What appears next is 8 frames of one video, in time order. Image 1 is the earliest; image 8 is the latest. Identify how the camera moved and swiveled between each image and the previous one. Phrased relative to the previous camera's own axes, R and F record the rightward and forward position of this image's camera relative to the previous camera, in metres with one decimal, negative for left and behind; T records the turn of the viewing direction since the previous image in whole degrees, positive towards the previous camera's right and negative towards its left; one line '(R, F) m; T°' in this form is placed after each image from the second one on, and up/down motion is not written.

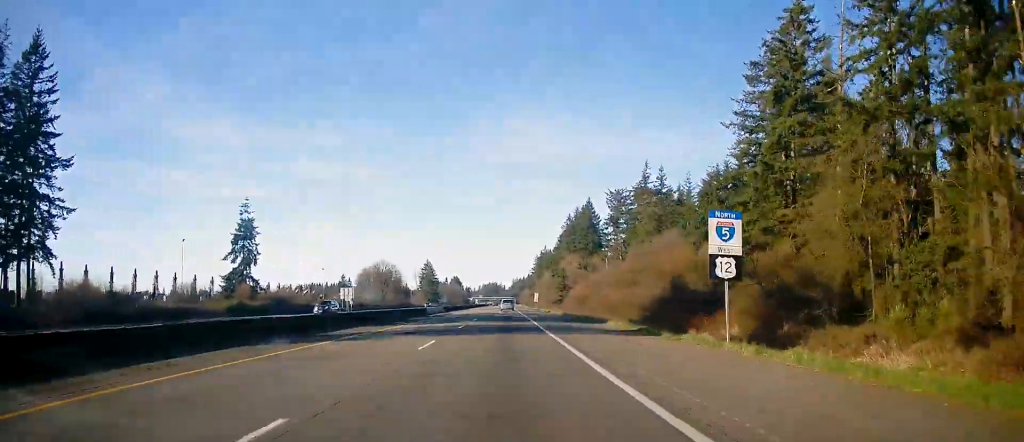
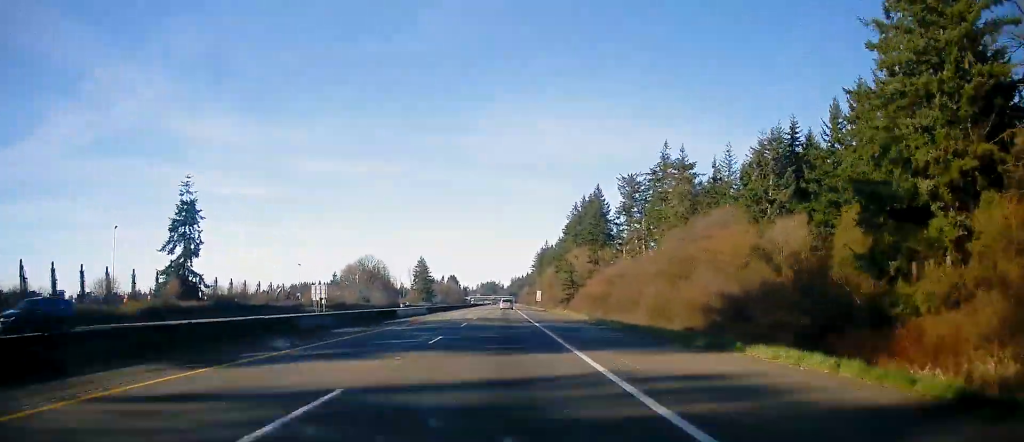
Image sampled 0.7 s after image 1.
(0.0, +22.3) m; 0°
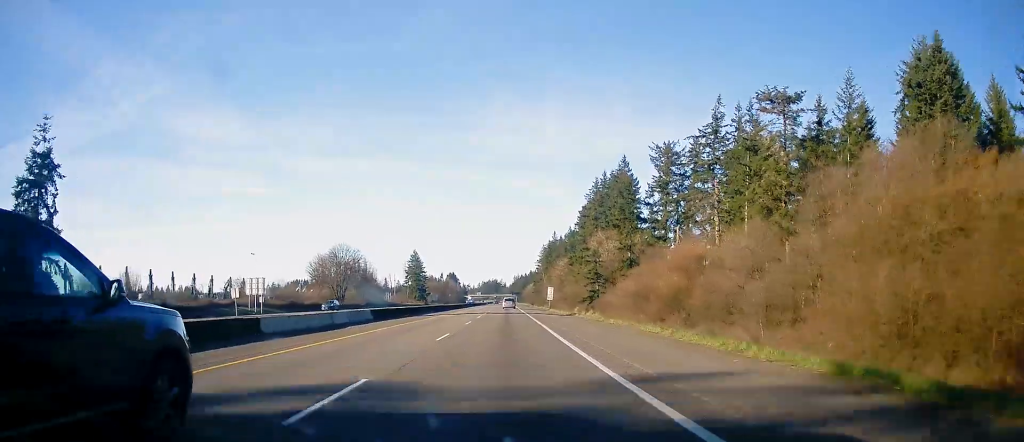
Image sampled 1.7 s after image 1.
(0.0, +35.6) m; 0°
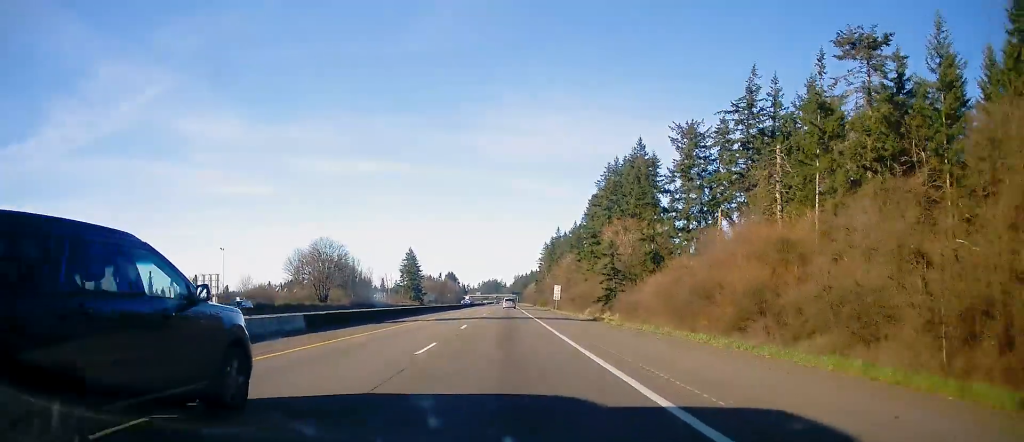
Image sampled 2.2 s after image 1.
(0.0, +16.7) m; 0°
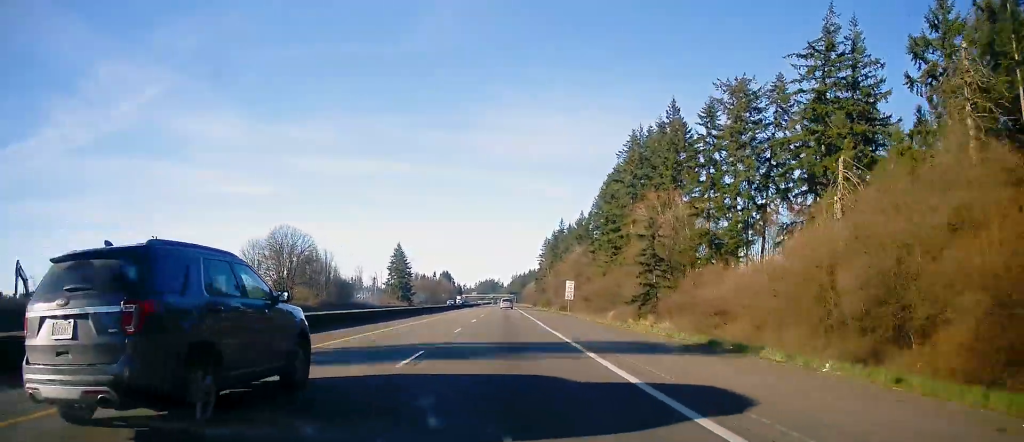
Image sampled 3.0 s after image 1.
(0.0, +26.7) m; 0°
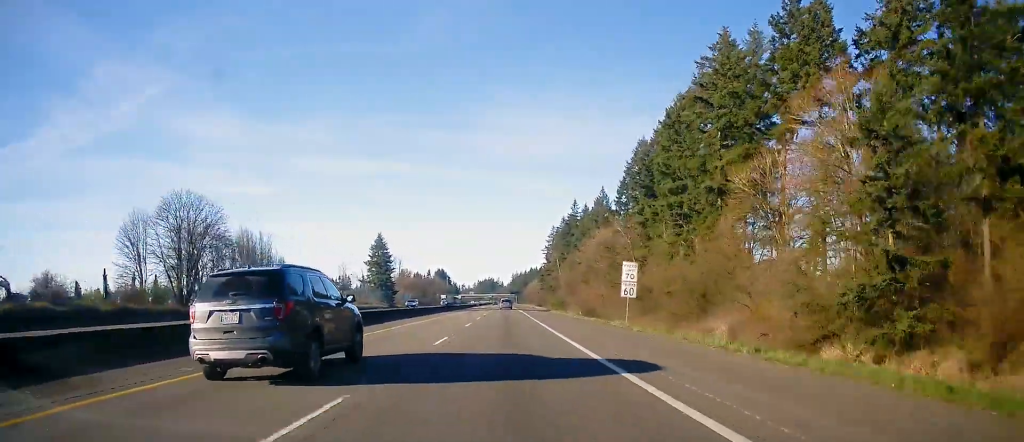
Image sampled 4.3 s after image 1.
(0.0, +43.4) m; 0°
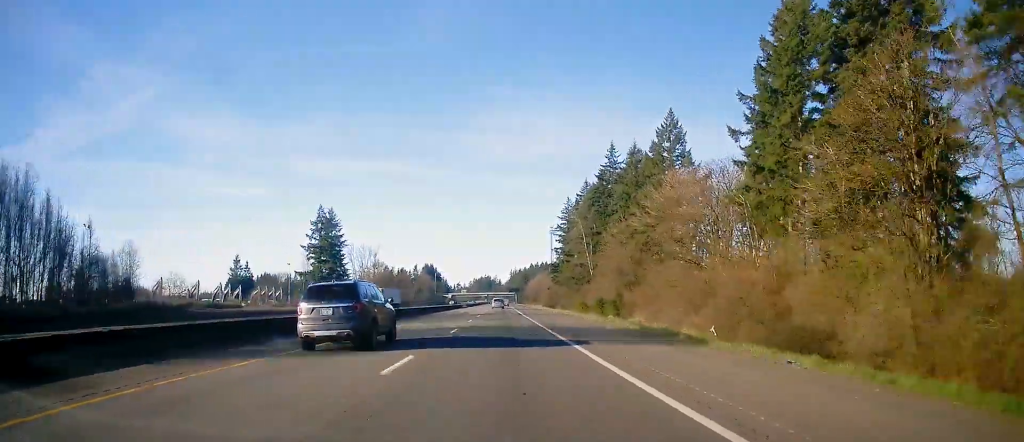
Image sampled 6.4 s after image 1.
(0.0, +67.8) m; 0°
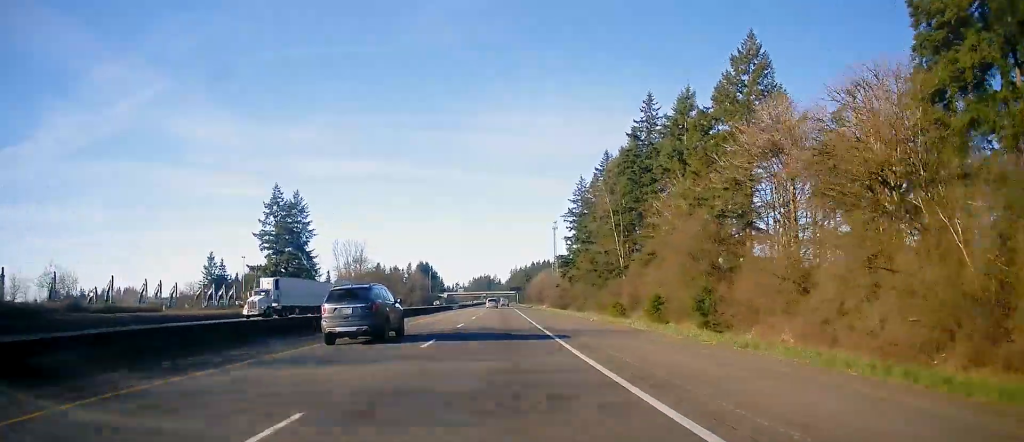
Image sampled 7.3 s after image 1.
(0.0, +31.1) m; 0°
